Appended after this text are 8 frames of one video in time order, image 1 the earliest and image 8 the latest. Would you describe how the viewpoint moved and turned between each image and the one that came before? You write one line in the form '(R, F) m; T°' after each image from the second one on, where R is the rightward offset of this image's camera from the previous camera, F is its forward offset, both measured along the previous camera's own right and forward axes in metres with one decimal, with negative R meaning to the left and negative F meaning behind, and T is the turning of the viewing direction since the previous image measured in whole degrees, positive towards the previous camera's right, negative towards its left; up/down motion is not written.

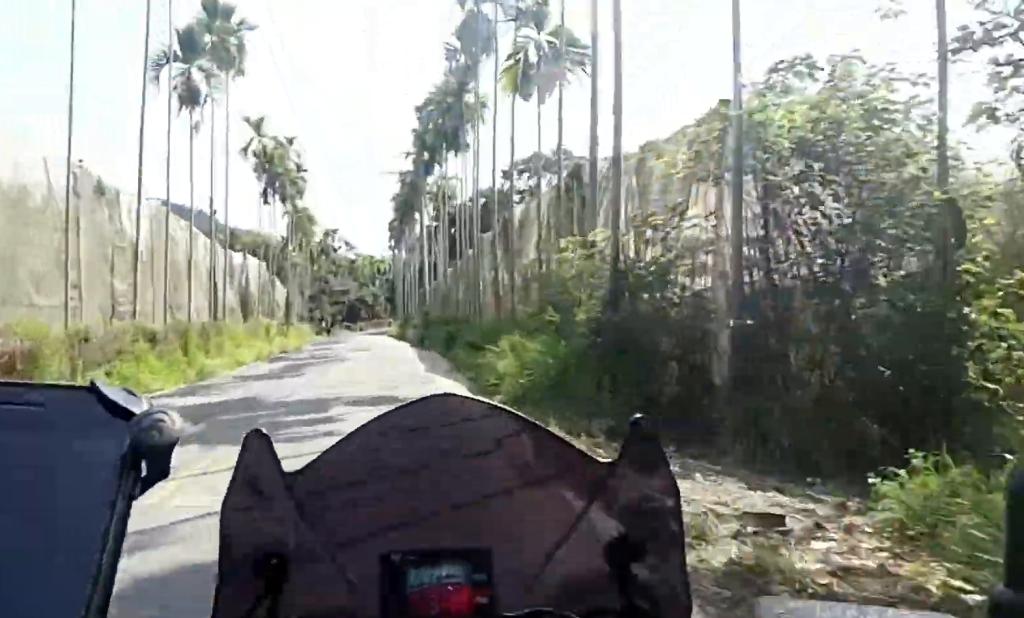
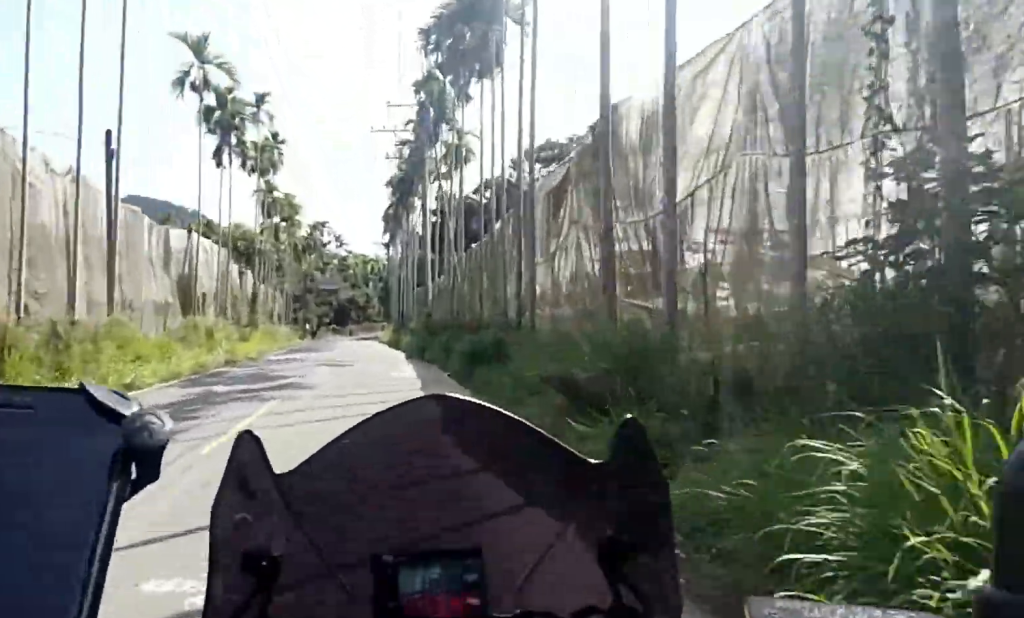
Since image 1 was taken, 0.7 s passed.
(0.0, +8.2) m; 0°
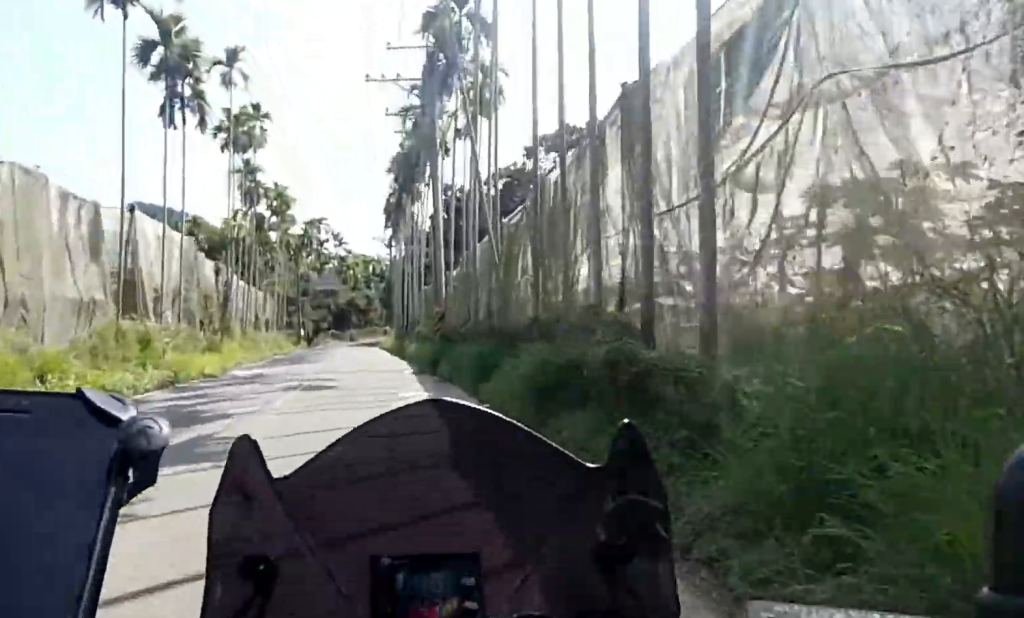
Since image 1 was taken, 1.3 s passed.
(0.0, +6.1) m; -1°
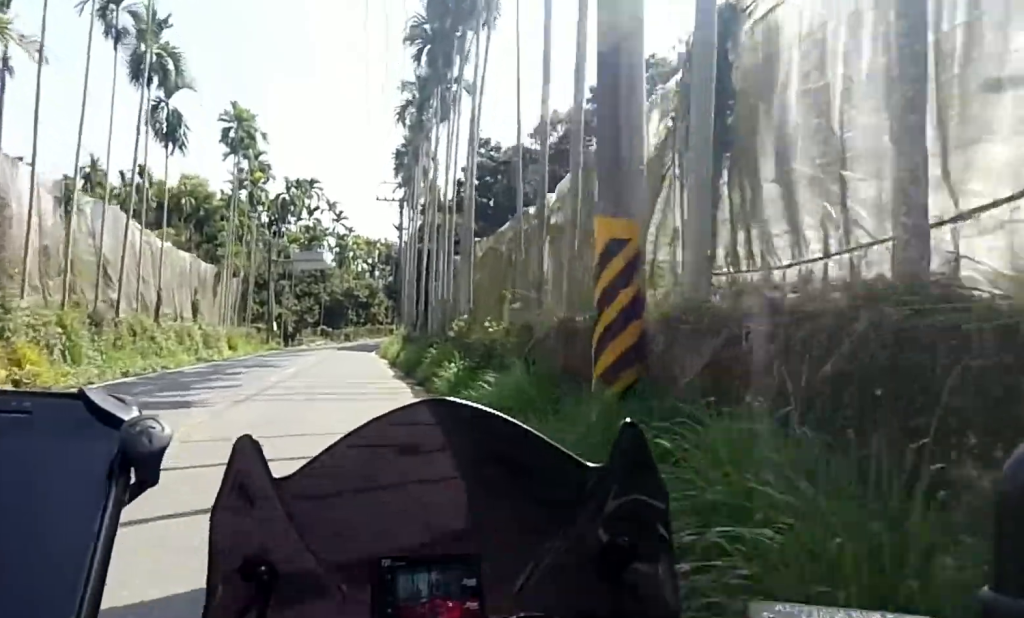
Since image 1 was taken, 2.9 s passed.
(-0.5, +17.0) m; -2°
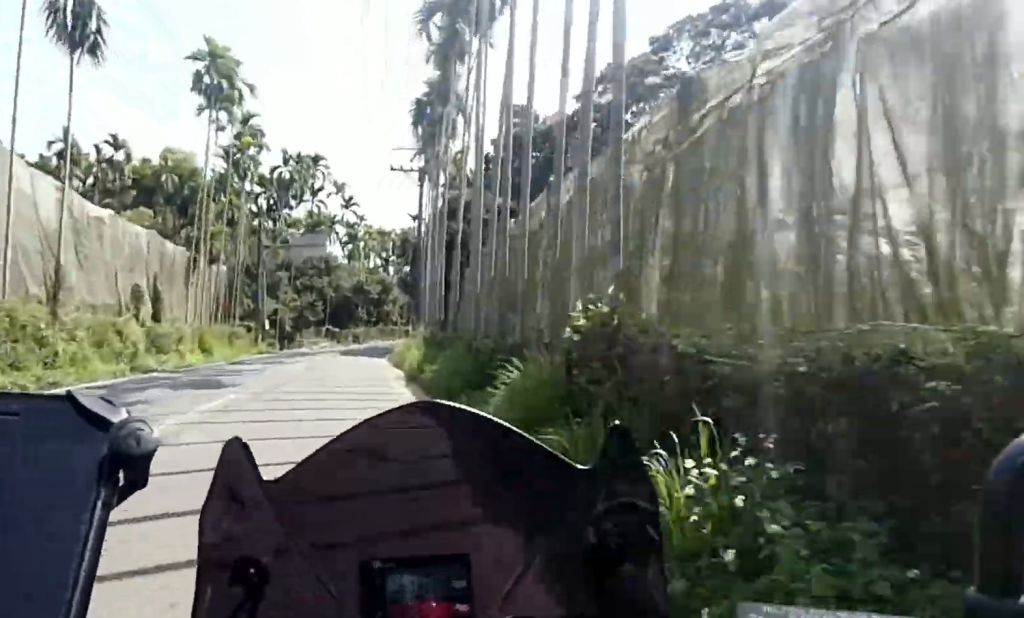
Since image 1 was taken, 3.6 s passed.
(0.0, +7.4) m; 0°
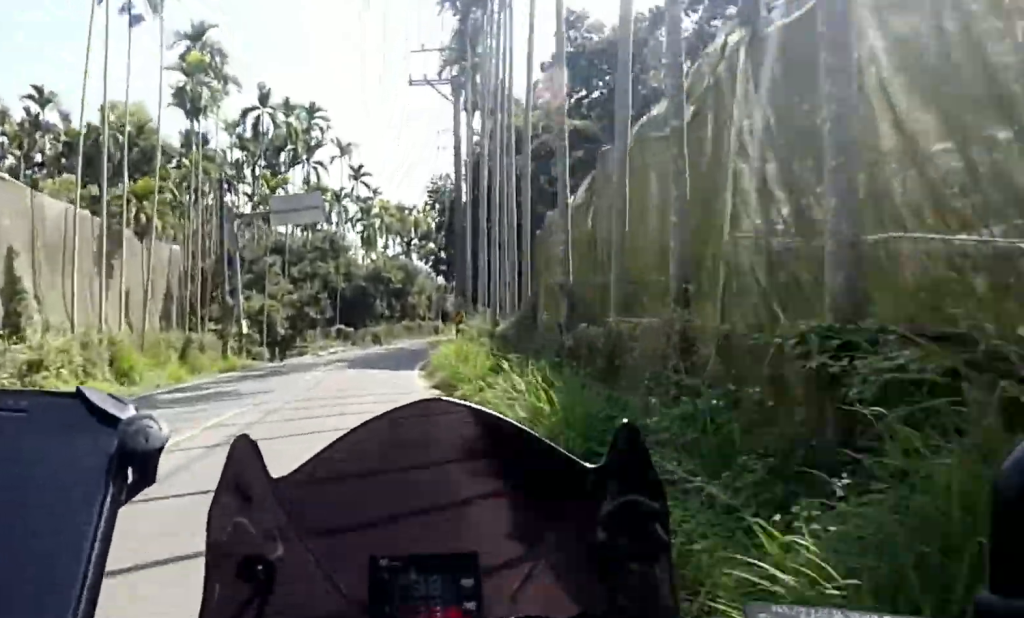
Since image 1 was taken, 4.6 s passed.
(0.0, +10.7) m; 0°
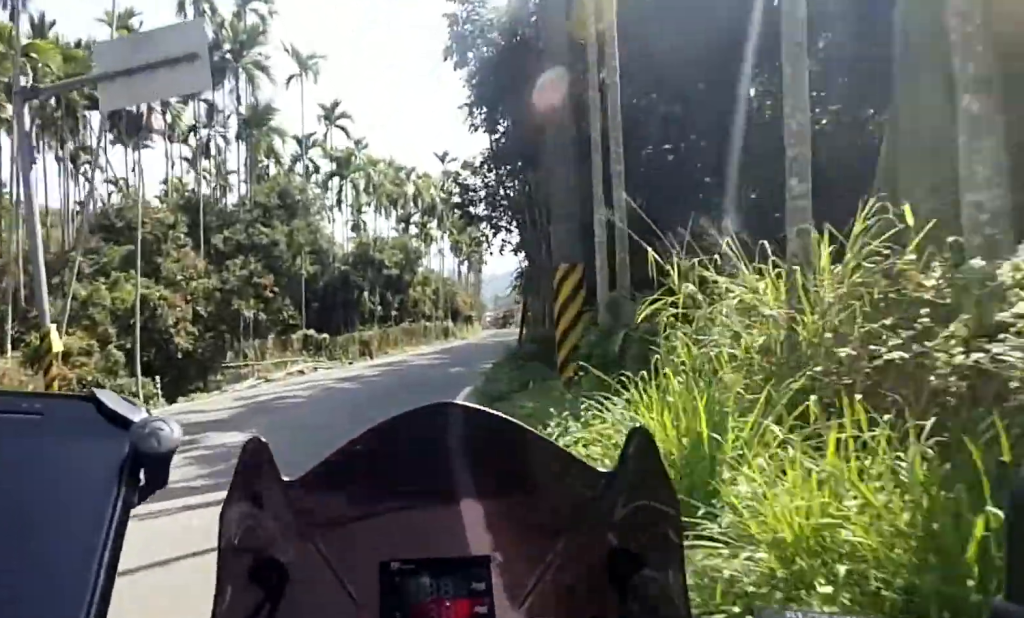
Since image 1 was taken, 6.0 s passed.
(0.0, +13.5) m; +4°
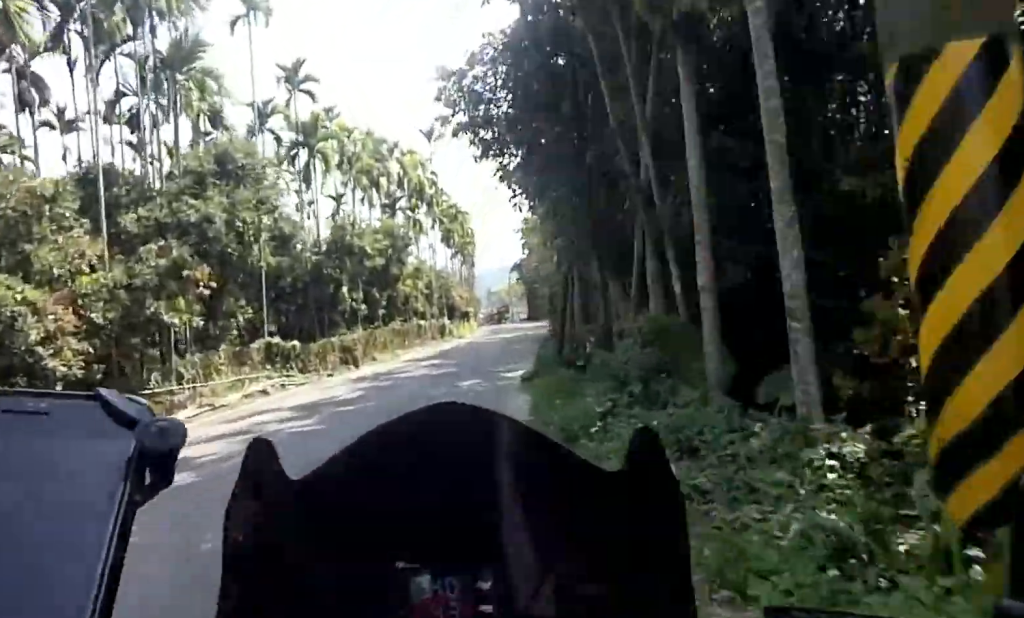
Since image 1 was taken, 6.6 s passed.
(-0.4, +5.6) m; +6°
